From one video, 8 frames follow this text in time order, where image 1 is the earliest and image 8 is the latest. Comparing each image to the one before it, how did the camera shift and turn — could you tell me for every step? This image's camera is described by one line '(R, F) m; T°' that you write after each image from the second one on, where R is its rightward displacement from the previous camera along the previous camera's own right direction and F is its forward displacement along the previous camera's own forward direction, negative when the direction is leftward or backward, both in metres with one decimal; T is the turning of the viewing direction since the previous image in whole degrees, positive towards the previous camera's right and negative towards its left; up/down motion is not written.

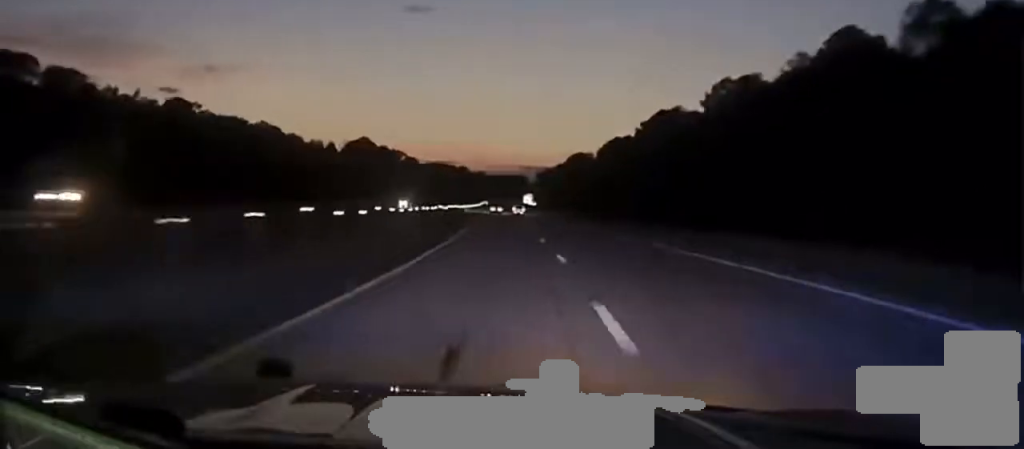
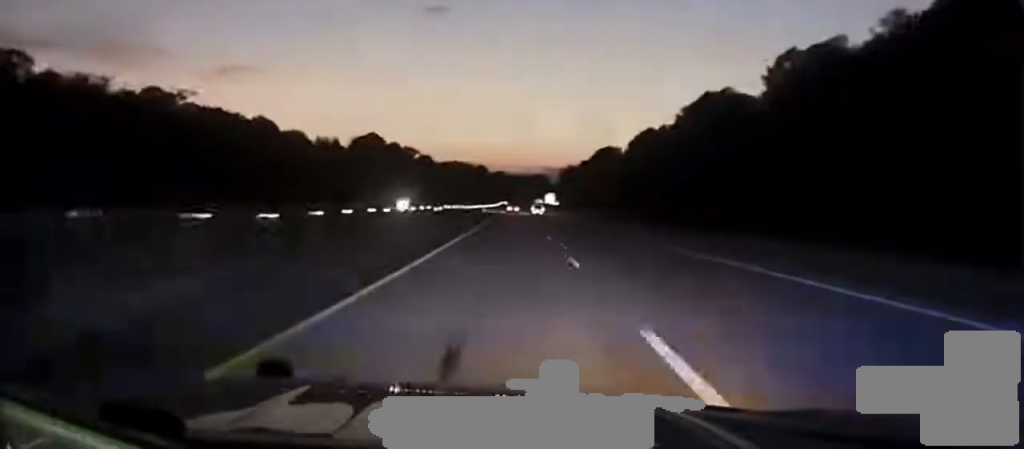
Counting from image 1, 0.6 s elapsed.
(-0.4, +27.8) m; -1°
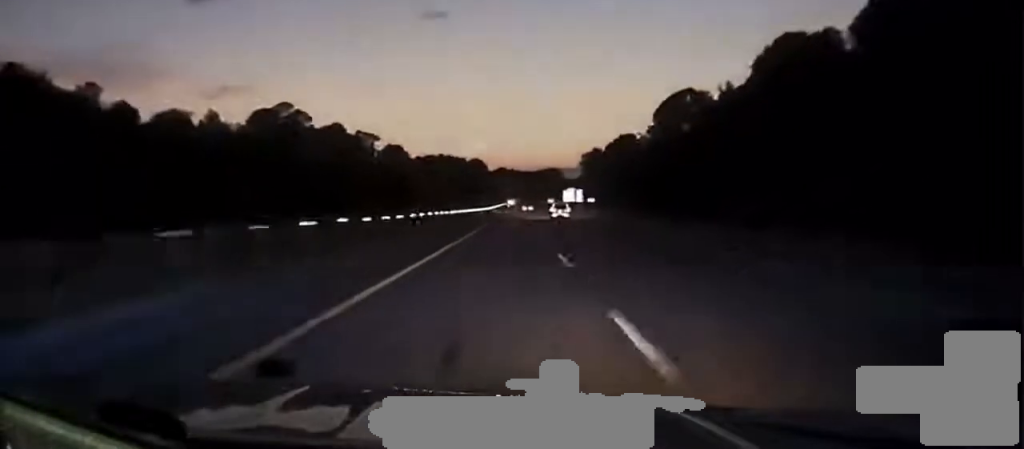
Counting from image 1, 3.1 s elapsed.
(-0.4, +130.7) m; 0°
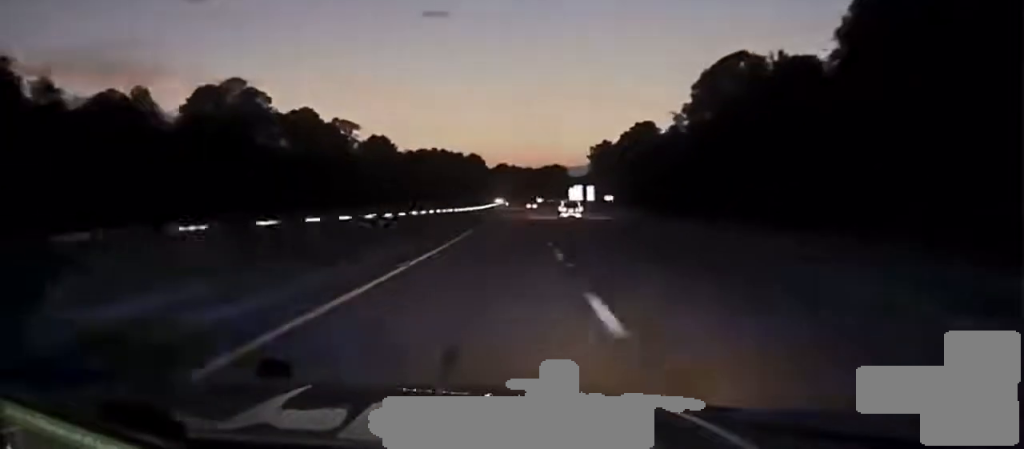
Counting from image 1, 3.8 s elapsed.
(0.0, +36.9) m; 0°
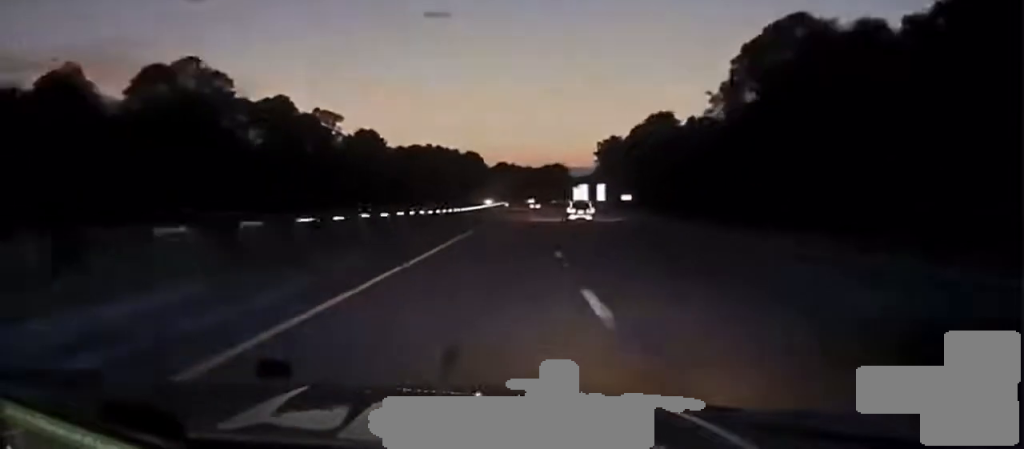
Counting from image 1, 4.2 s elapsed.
(0.0, +21.9) m; 0°
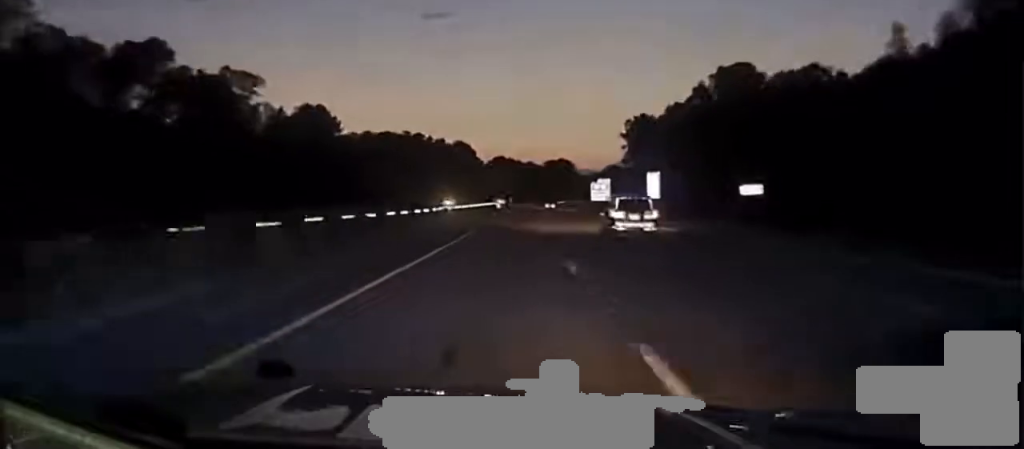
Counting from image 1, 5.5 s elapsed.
(0.0, +61.2) m; 0°
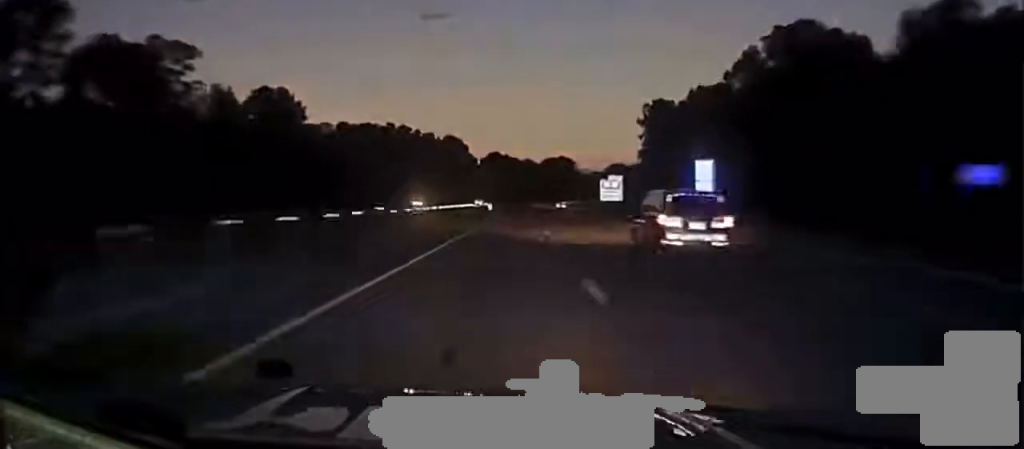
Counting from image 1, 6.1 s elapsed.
(-0.1, +28.0) m; 0°
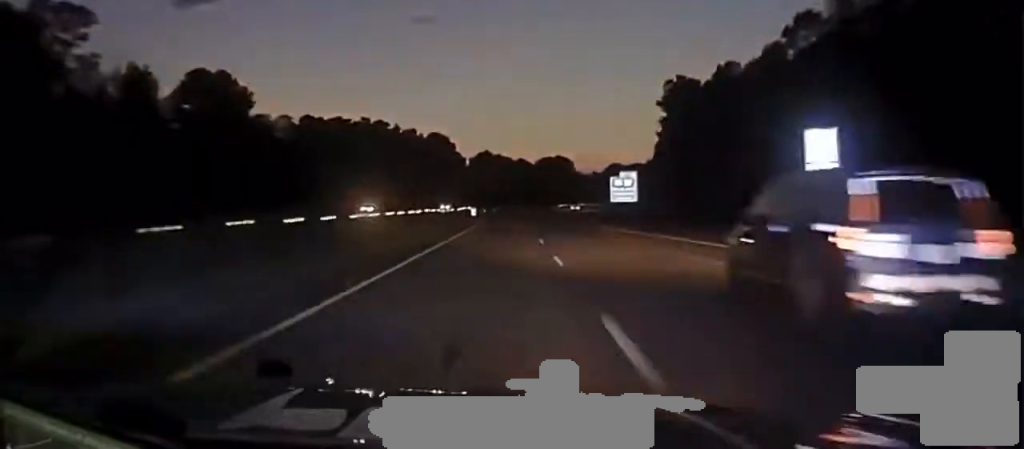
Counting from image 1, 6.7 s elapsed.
(-0.1, +28.2) m; 0°
